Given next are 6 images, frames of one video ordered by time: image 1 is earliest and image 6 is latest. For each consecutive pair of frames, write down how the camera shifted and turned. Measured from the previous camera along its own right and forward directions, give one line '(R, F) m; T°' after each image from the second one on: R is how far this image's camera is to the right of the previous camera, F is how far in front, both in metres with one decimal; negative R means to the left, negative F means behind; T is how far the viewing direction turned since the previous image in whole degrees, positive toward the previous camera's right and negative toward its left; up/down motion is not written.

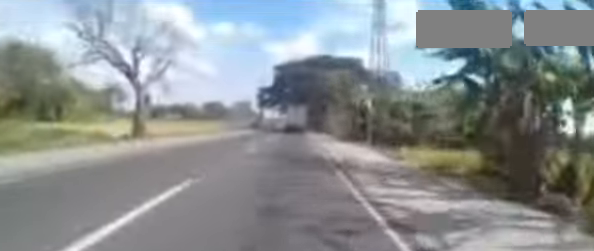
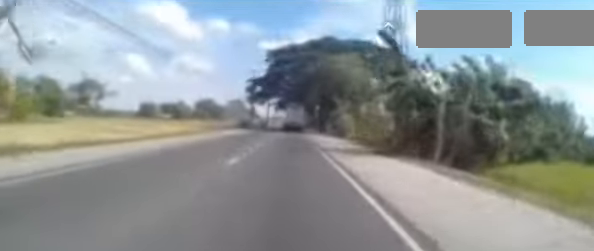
(+0.3, +12.3) m; +2°
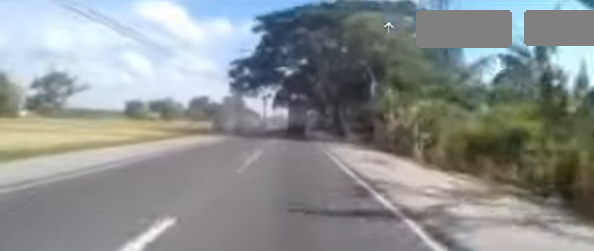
(+0.1, +16.3) m; +1°
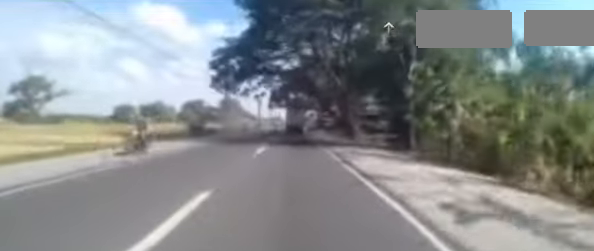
(0.0, +7.6) m; 0°
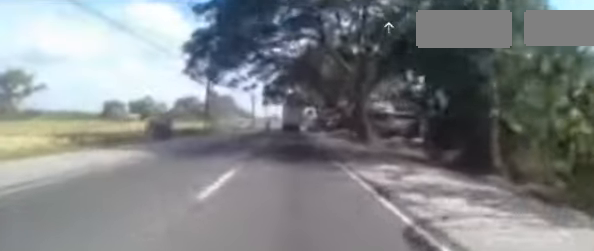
(0.0, +6.4) m; 0°
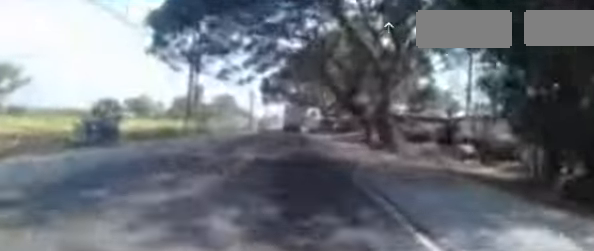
(0.0, +6.4) m; 0°
